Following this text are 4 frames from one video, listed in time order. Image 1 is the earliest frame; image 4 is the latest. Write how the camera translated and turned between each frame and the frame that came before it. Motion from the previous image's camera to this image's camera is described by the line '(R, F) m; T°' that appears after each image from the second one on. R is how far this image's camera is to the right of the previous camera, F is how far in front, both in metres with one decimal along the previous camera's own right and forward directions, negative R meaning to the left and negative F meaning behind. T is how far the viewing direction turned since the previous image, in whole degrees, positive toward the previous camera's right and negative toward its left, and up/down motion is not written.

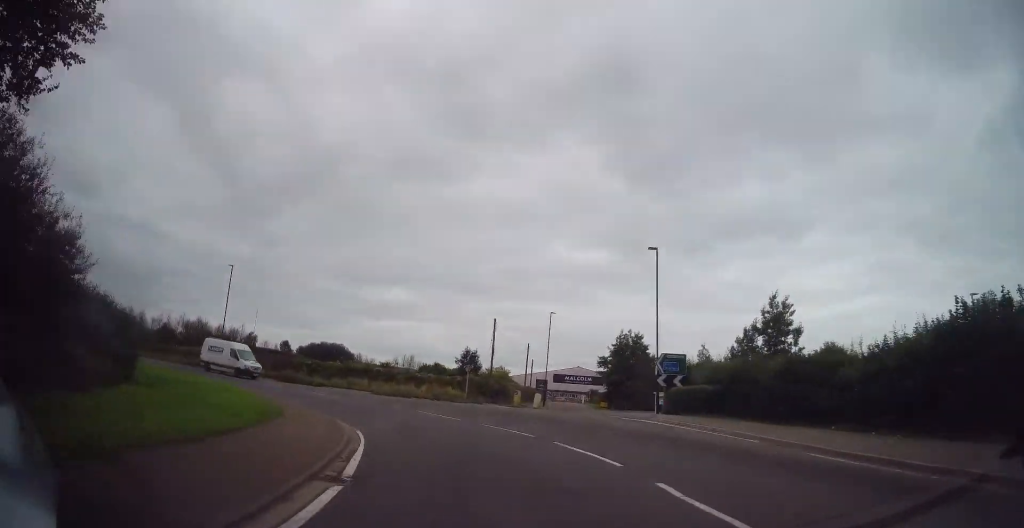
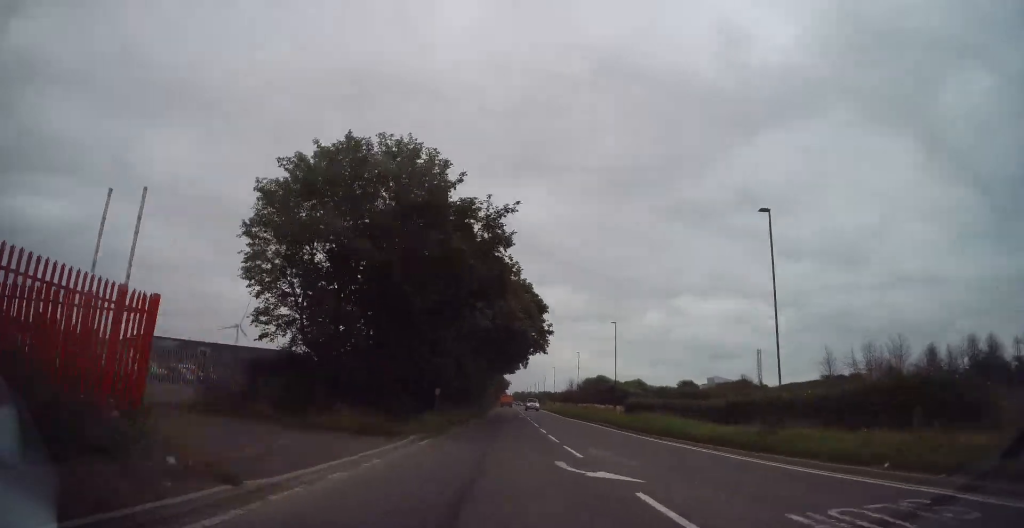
(-41.2, +44.8) m; -70°
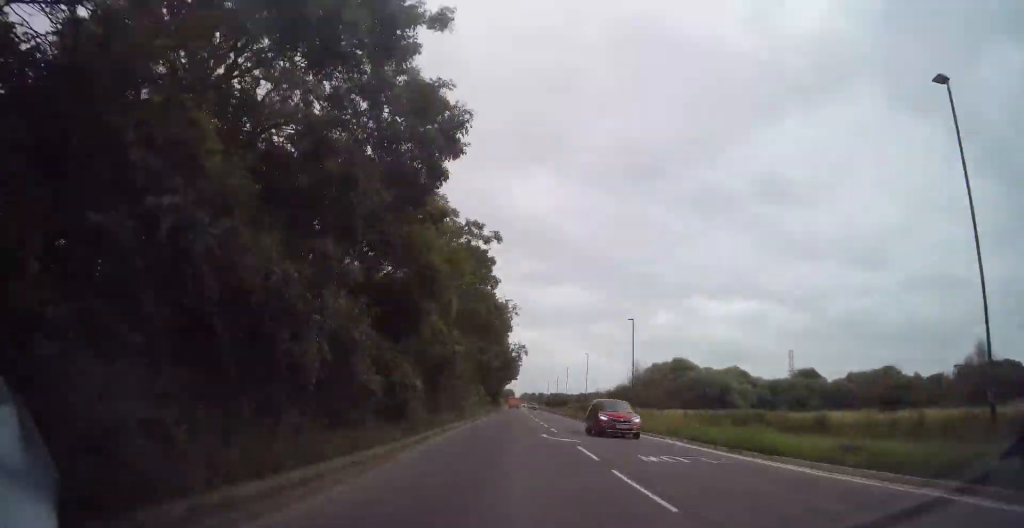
(+0.1, +85.0) m; -2°
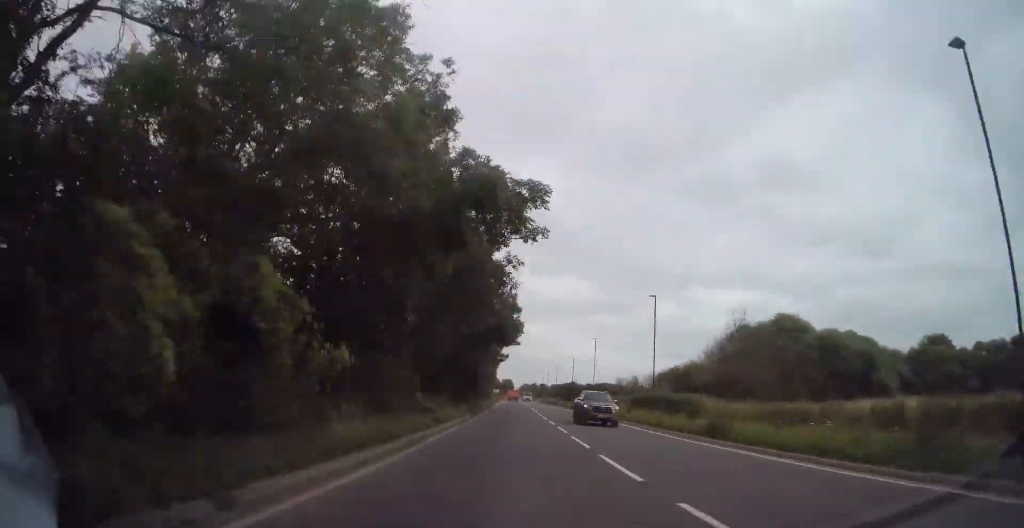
(-1.8, +43.0) m; -1°
